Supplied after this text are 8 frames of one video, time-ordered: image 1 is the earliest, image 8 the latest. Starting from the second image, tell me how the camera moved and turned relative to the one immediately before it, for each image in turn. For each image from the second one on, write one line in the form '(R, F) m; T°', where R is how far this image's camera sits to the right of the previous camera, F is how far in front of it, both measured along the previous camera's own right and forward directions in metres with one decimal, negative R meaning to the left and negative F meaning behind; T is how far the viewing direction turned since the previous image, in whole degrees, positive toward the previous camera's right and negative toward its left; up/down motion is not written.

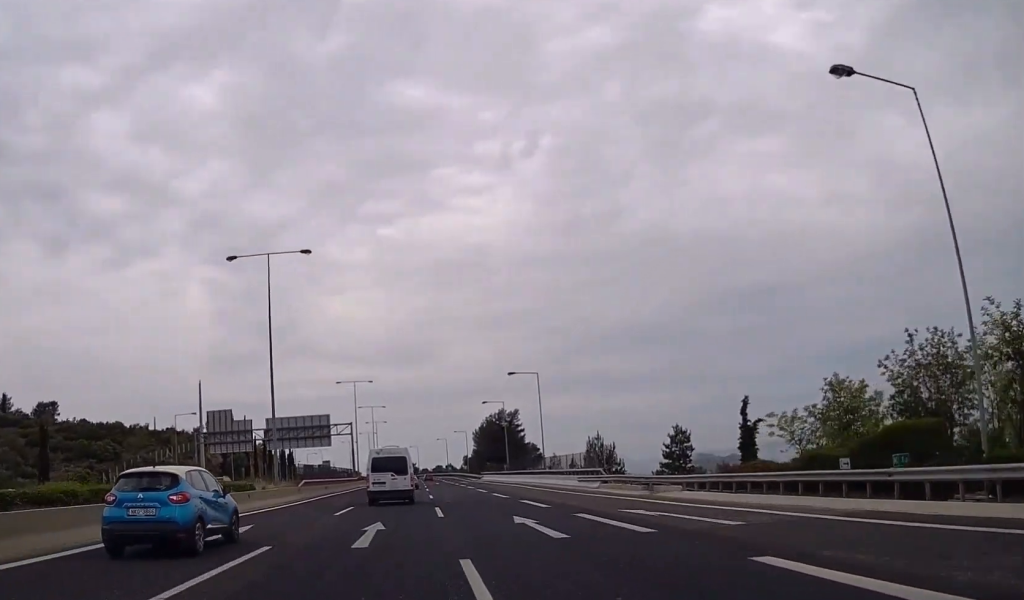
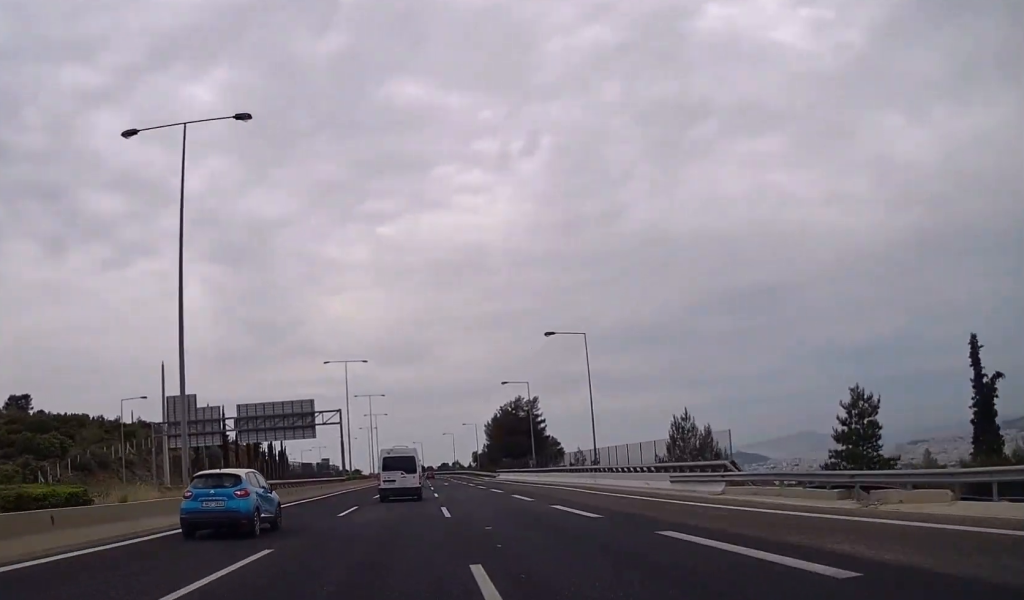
(+0.1, +18.6) m; 0°
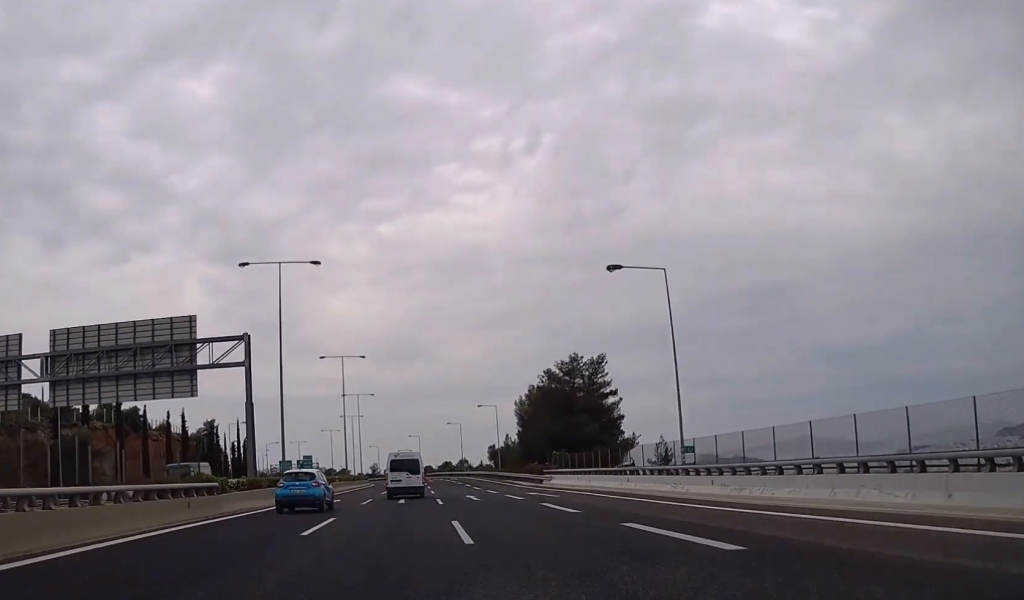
(-0.3, +44.1) m; -1°
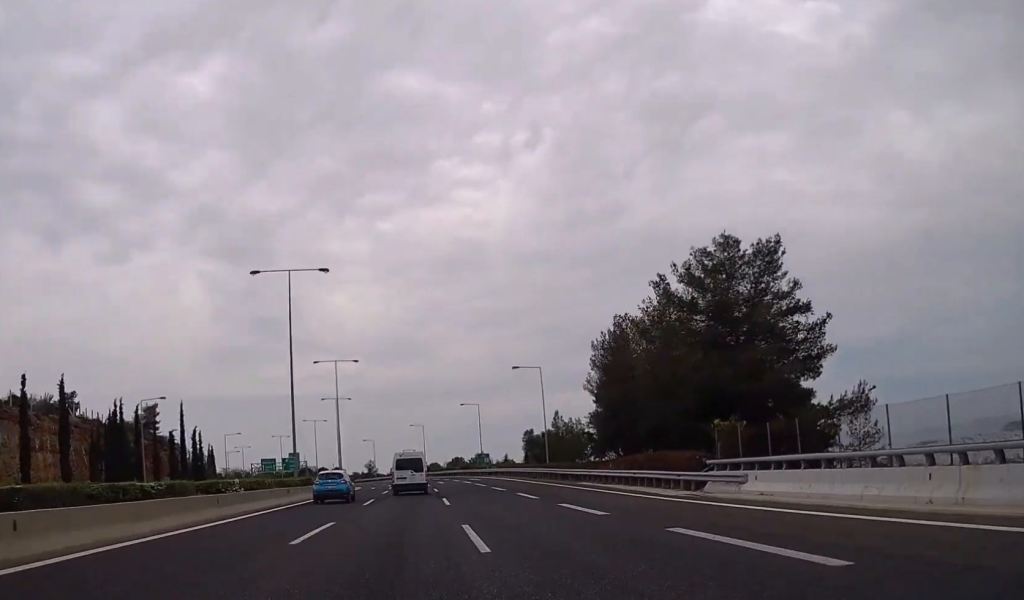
(0.0, +38.9) m; 0°
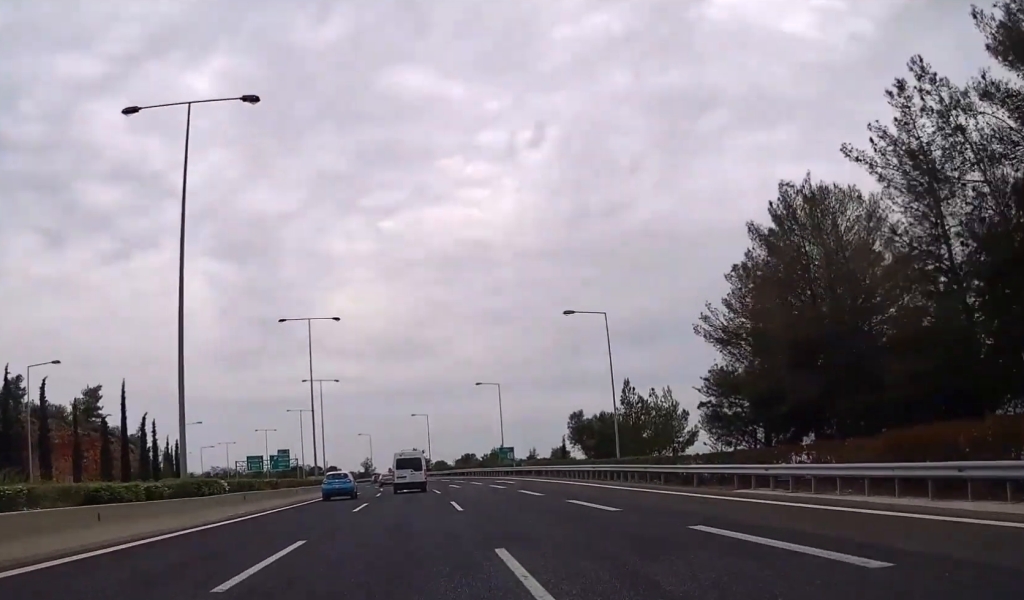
(+0.1, +23.9) m; 0°
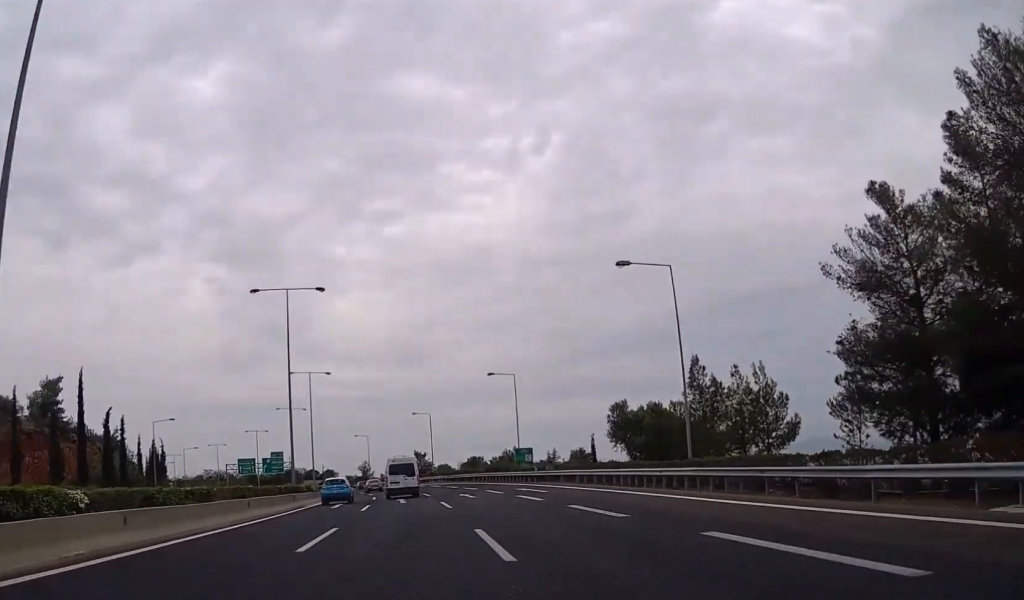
(-0.1, +12.5) m; 0°
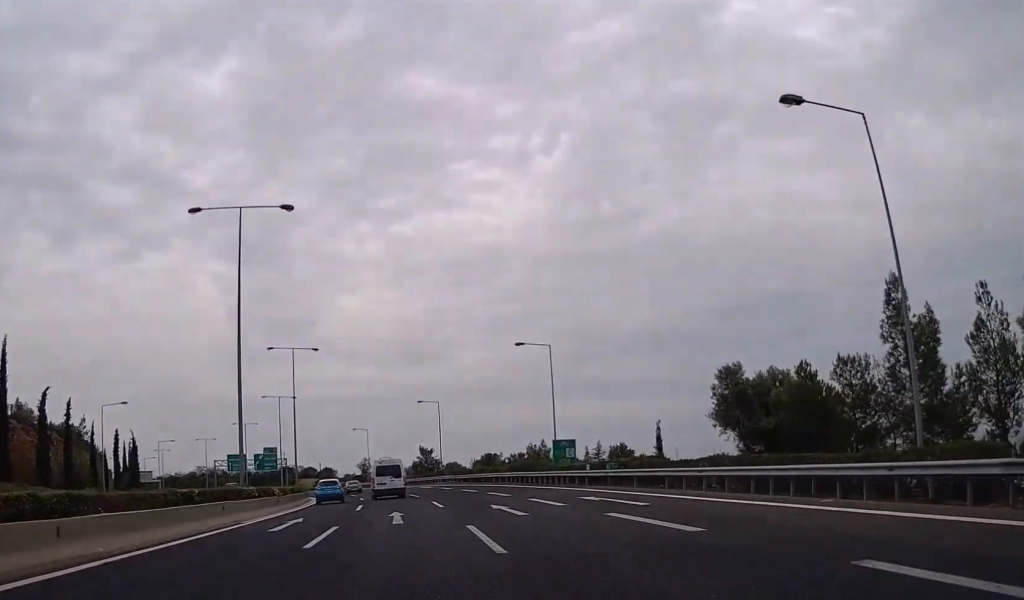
(0.0, +16.9) m; 0°
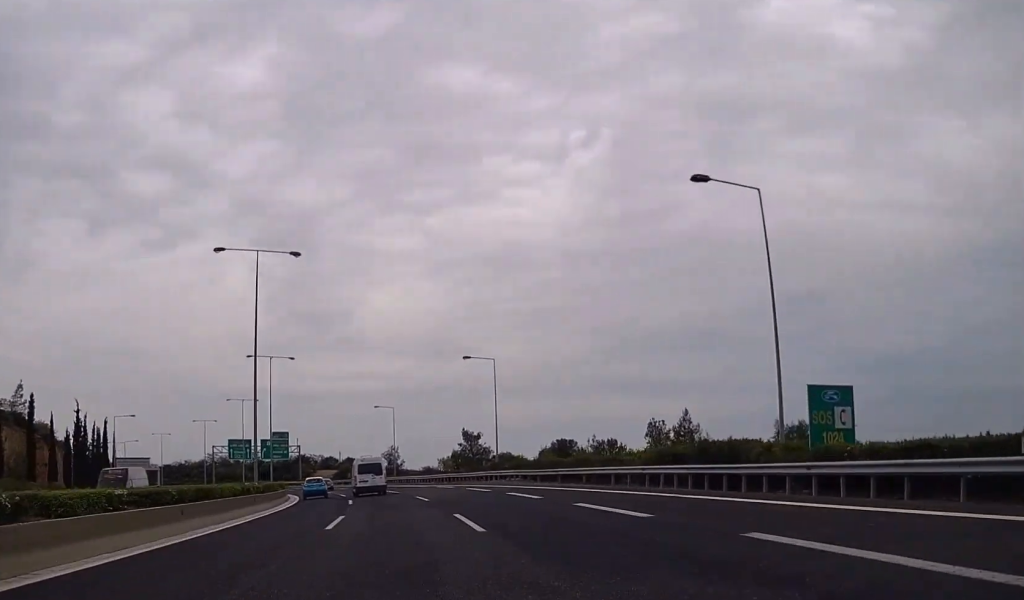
(-0.2, +32.1) m; -2°
